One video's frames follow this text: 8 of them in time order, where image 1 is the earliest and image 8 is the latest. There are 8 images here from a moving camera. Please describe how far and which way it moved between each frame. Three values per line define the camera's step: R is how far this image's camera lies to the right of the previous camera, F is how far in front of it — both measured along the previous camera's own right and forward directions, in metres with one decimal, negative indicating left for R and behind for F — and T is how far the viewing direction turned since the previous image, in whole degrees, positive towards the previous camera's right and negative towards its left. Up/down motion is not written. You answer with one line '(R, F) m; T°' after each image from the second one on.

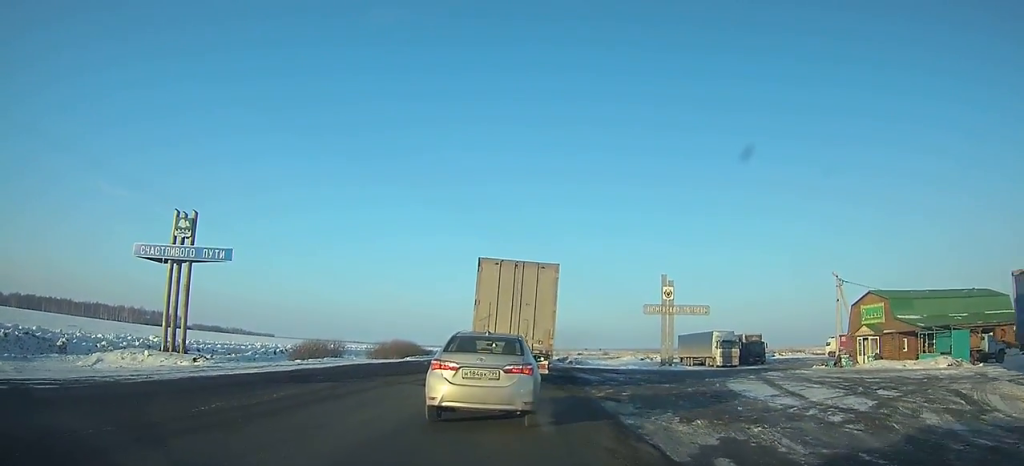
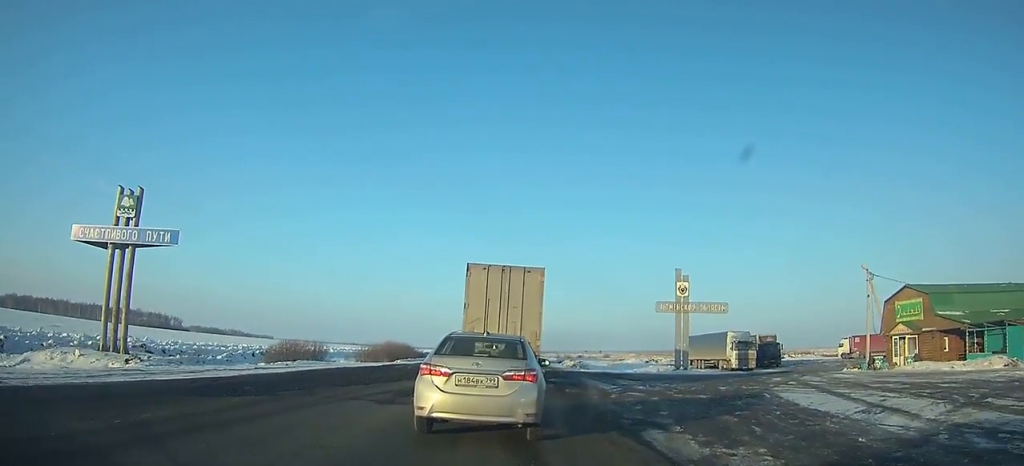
(0.0, +4.8) m; -1°
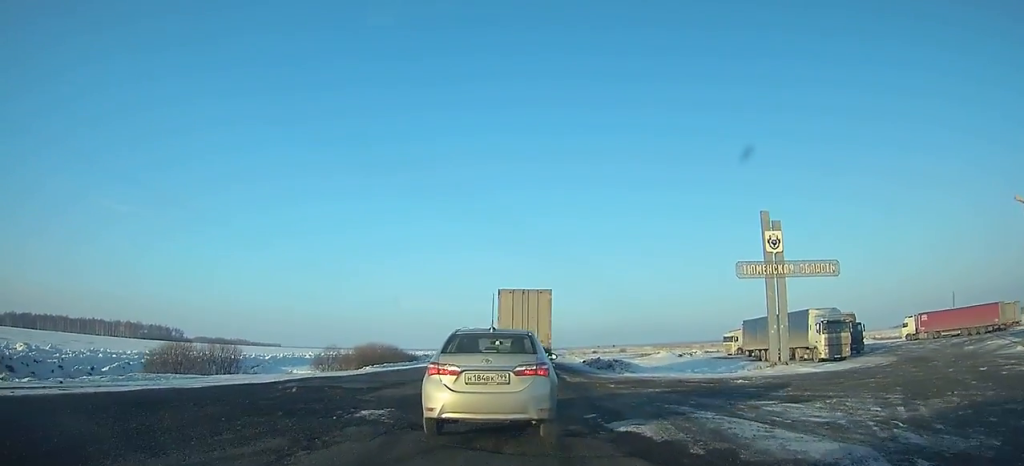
(-0.7, +17.3) m; -4°
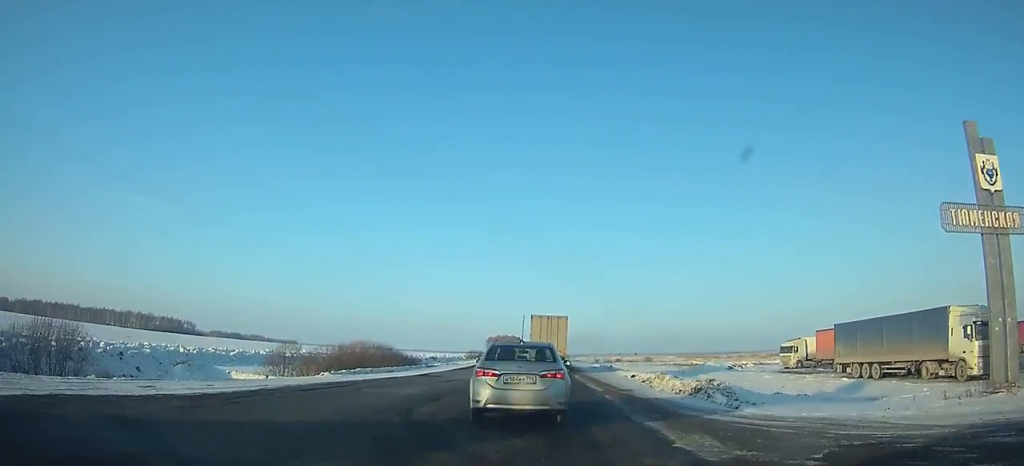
(-0.1, +18.7) m; +1°
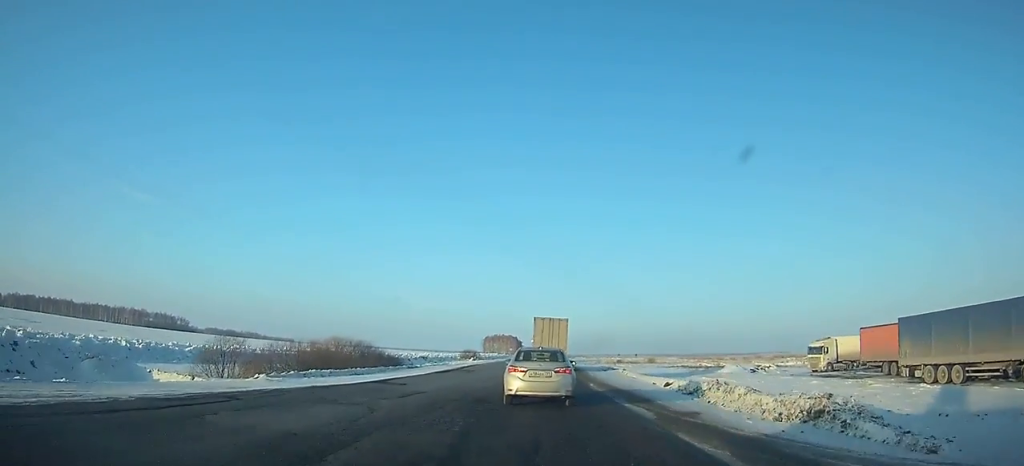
(+0.2, +11.6) m; +1°
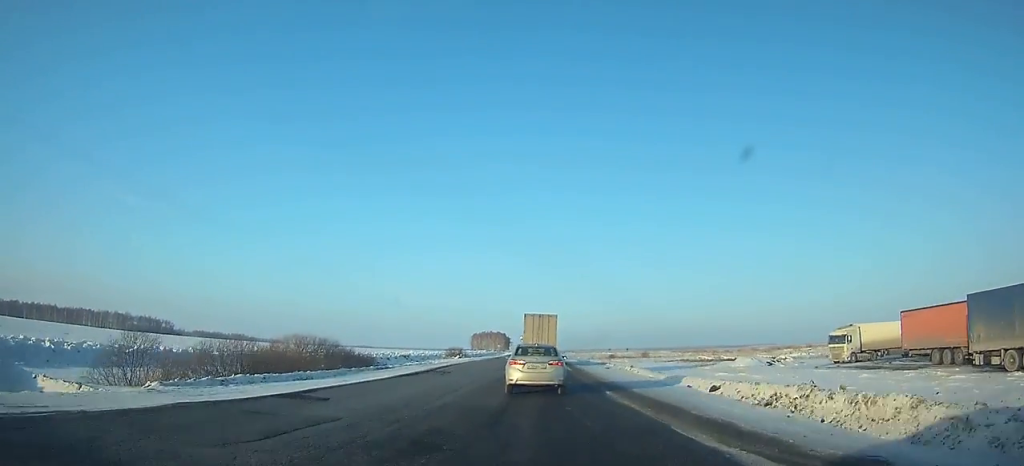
(0.0, +7.8) m; +1°
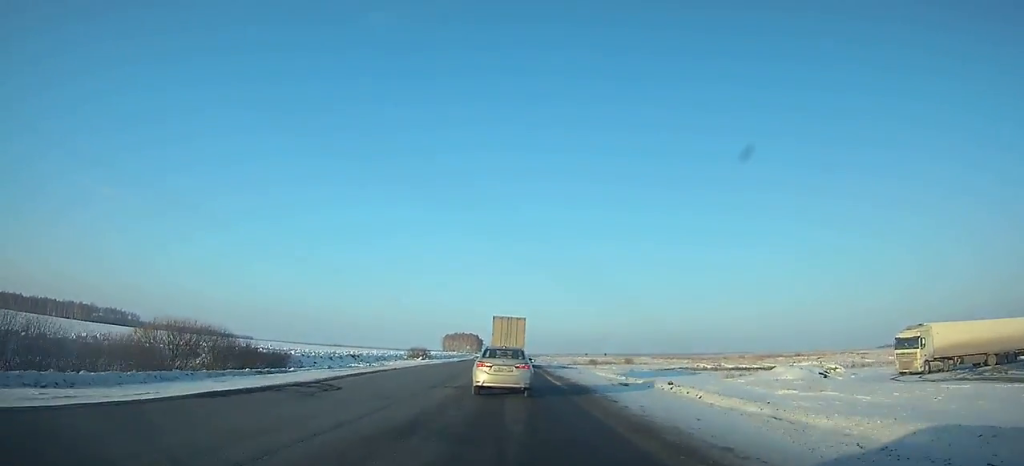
(+0.1, +16.2) m; 0°
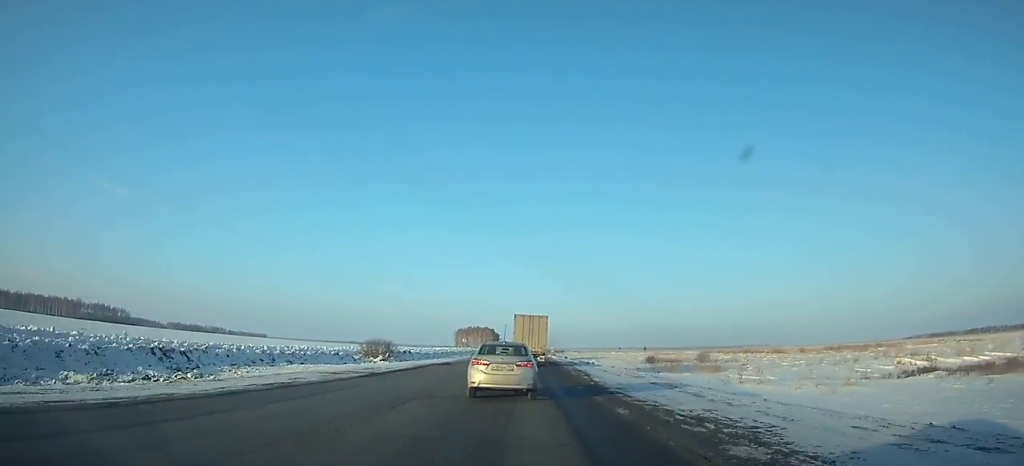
(-0.2, +52.5) m; 0°
